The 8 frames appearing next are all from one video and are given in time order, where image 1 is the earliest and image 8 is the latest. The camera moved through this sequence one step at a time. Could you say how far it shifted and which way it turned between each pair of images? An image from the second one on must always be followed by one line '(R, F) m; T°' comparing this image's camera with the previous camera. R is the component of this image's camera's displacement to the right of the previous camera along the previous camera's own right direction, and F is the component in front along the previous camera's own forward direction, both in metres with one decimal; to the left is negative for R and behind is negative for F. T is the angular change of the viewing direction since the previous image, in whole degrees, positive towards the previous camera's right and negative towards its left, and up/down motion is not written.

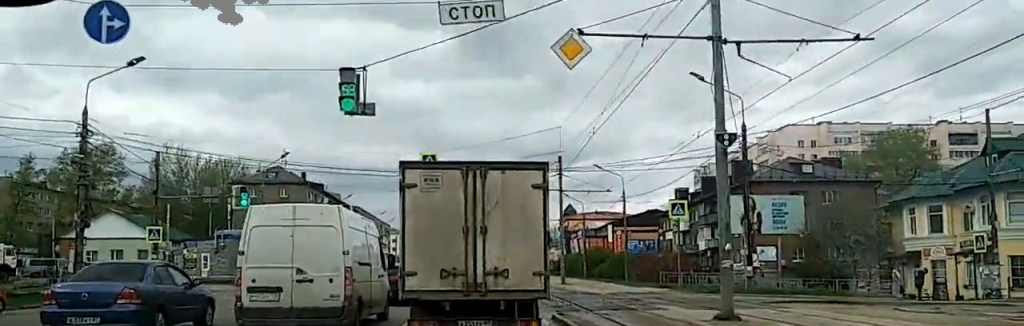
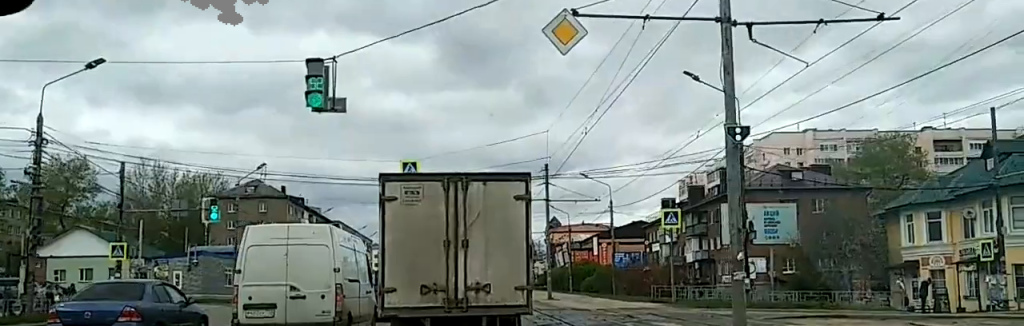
(0.0, +2.0) m; +1°
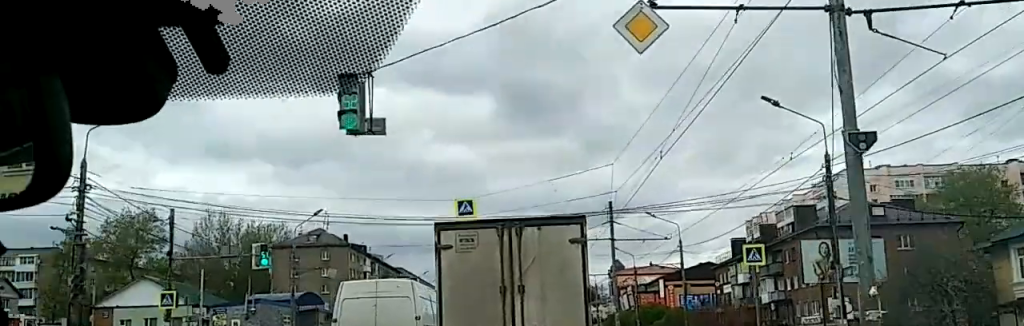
(+0.1, +3.1) m; 0°
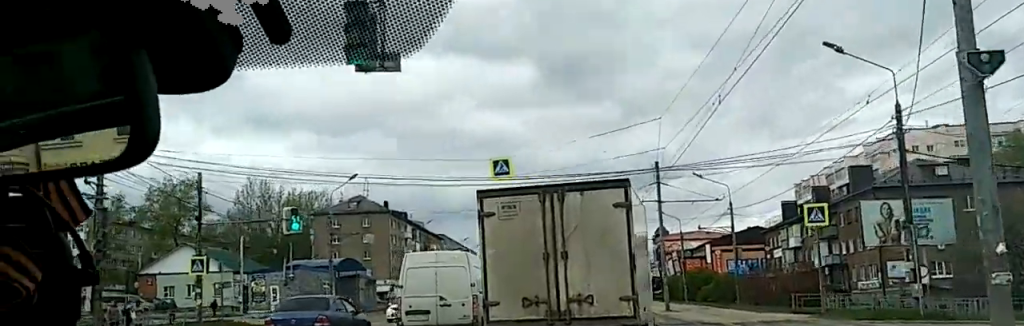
(0.0, +2.6) m; 0°
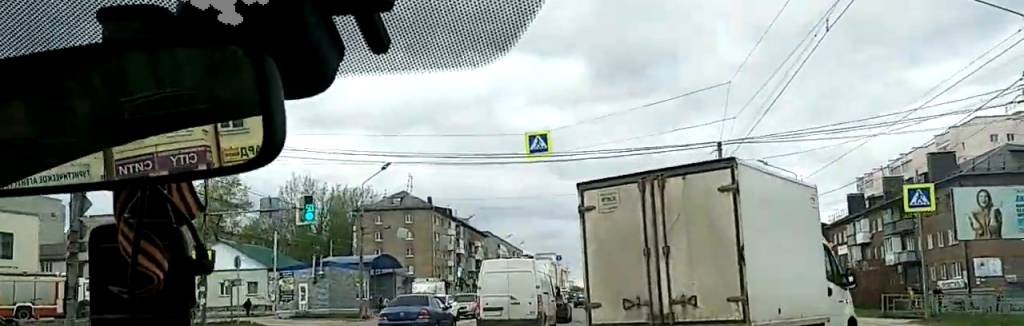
(-0.2, +6.1) m; 0°
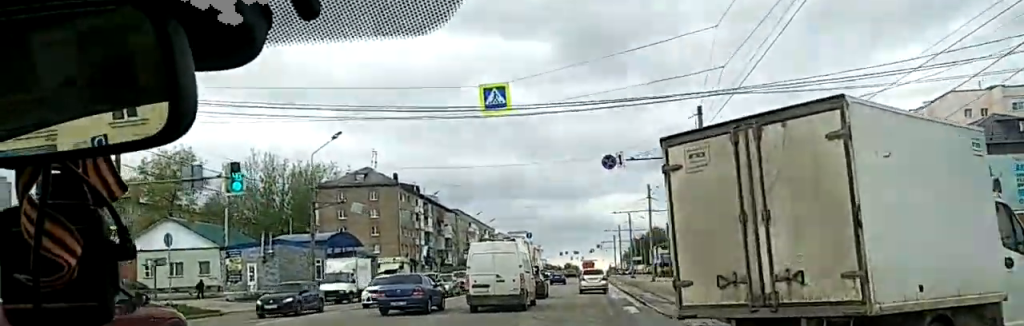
(+0.1, +4.9) m; +2°
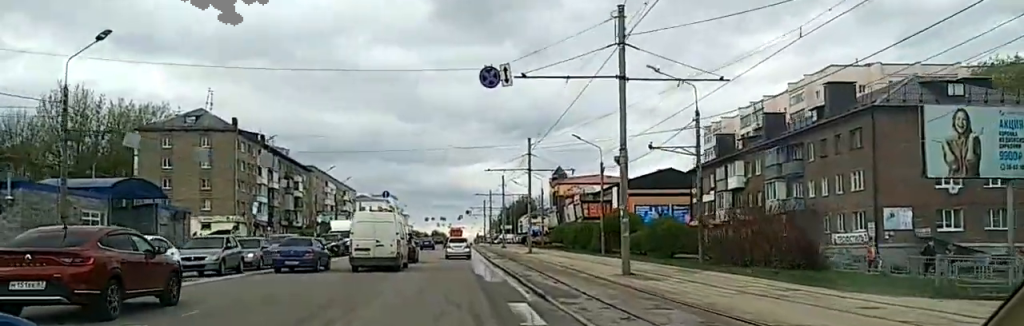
(-0.1, +13.8) m; -2°
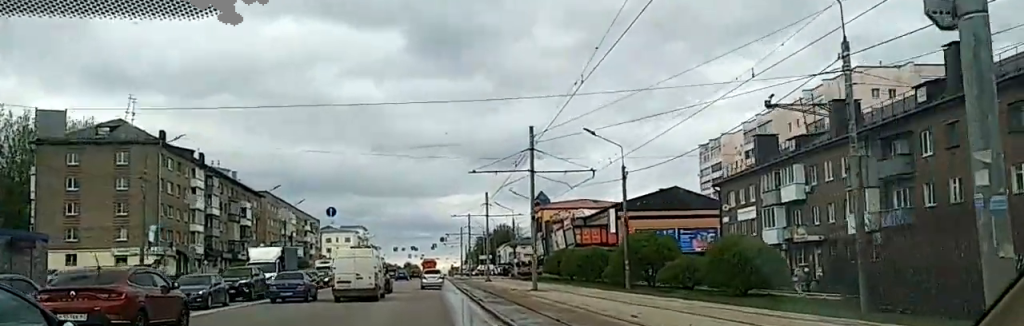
(+0.1, +19.4) m; 0°
